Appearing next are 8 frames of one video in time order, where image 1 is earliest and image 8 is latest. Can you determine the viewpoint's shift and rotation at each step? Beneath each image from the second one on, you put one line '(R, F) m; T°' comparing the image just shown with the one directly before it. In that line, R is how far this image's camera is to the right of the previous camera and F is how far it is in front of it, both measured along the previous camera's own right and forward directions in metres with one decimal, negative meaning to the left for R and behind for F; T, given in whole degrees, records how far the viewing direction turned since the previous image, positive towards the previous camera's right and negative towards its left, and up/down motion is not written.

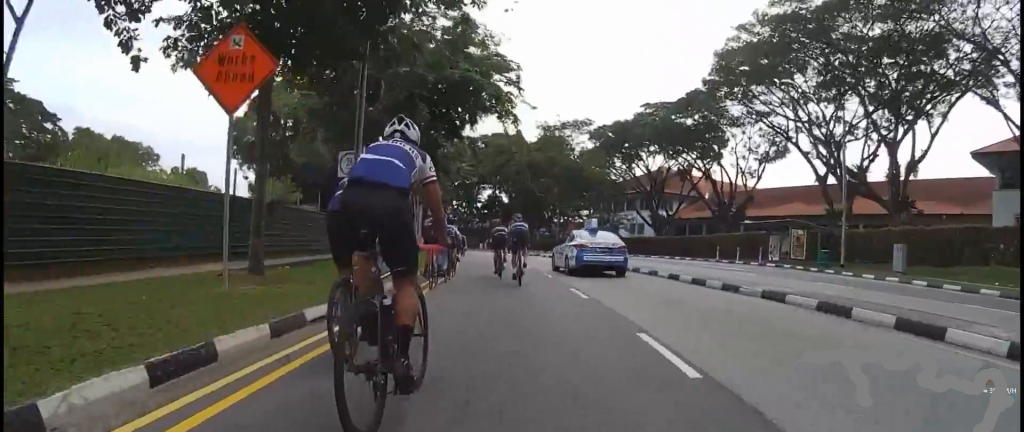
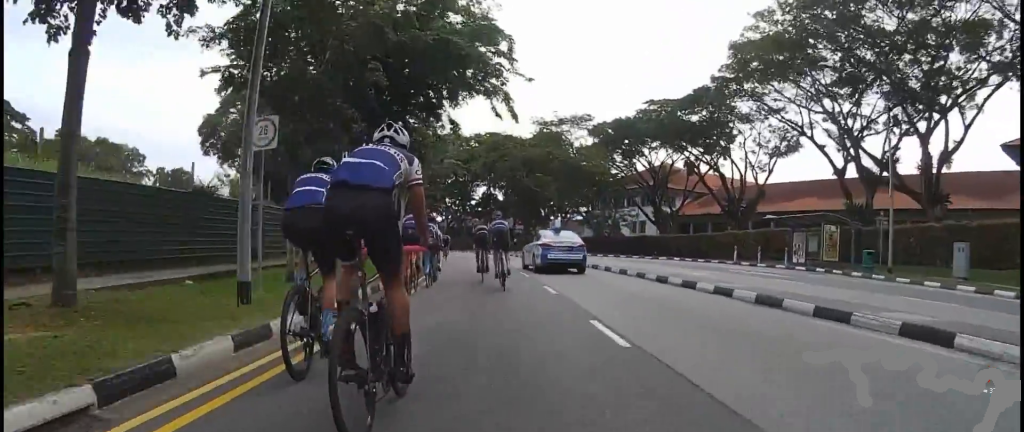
(+0.6, +4.5) m; -3°
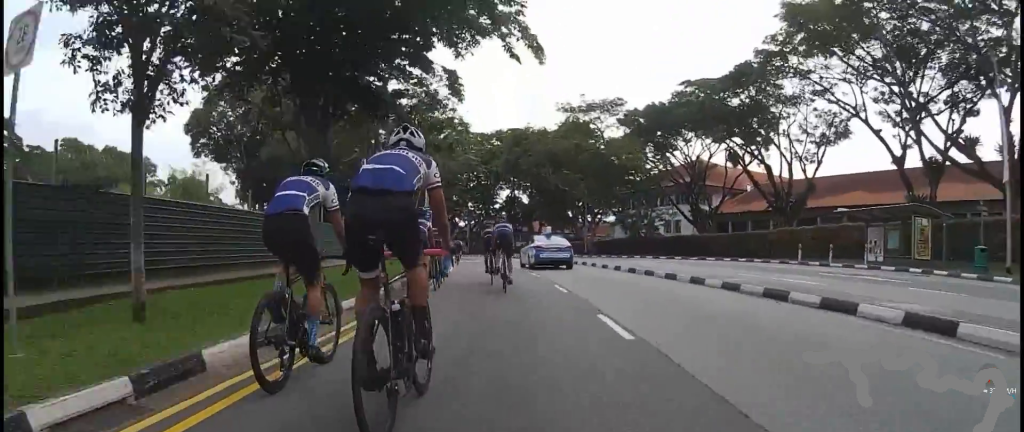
(-0.3, +5.8) m; -4°
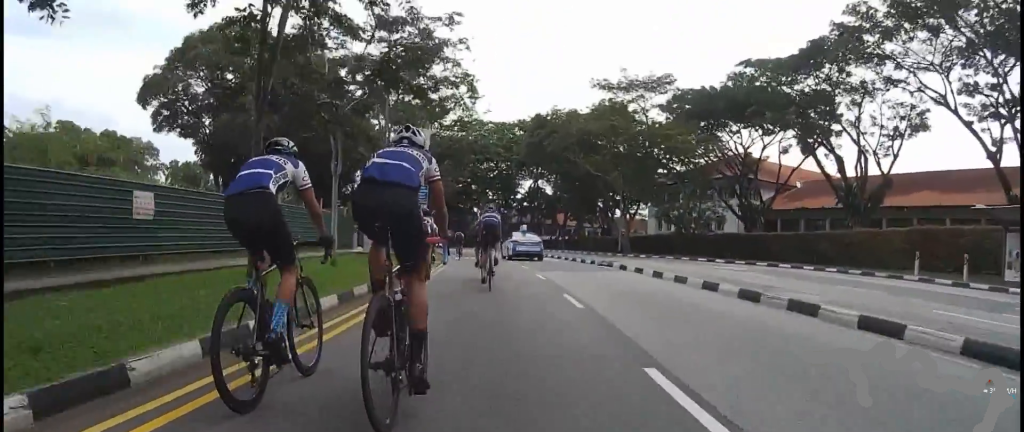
(-1.2, +9.1) m; -6°
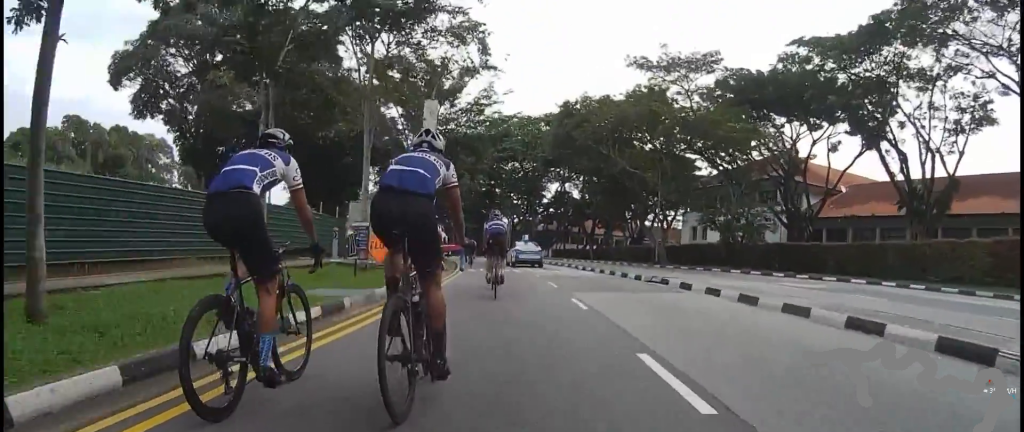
(+0.2, +5.3) m; +1°
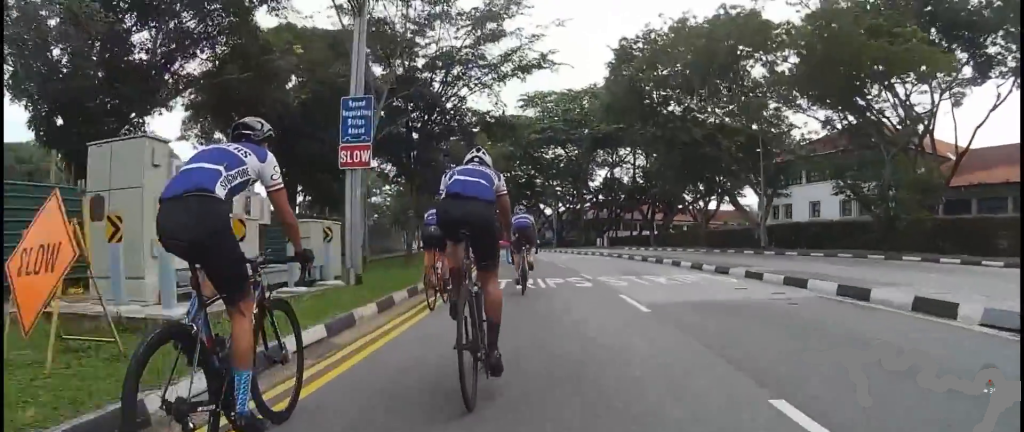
(0.0, +13.3) m; -4°
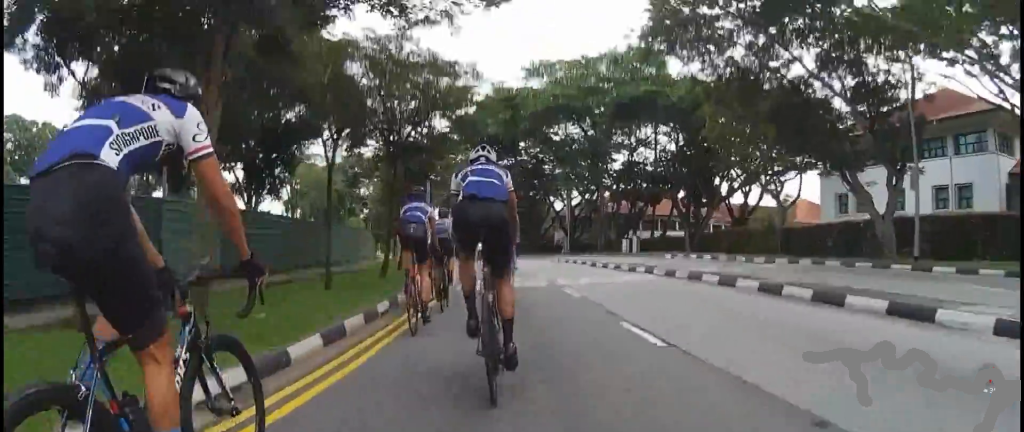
(-0.7, +13.0) m; -1°
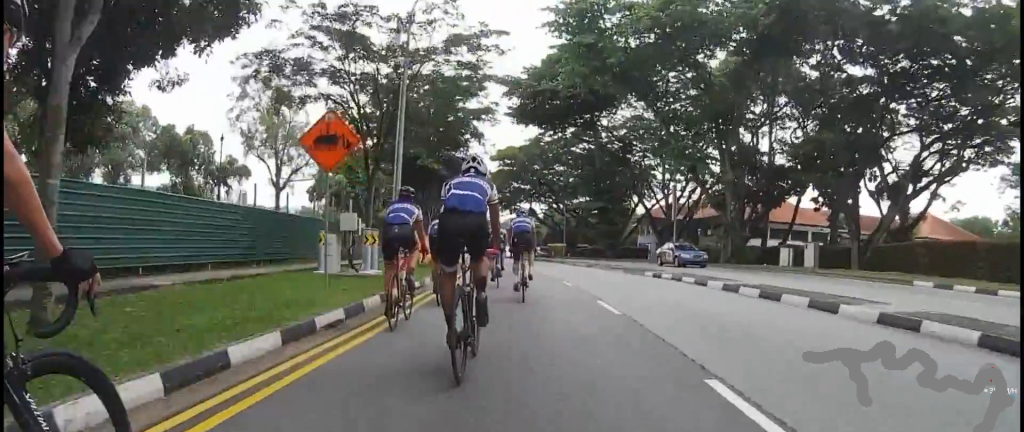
(-1.0, +21.0) m; -9°
